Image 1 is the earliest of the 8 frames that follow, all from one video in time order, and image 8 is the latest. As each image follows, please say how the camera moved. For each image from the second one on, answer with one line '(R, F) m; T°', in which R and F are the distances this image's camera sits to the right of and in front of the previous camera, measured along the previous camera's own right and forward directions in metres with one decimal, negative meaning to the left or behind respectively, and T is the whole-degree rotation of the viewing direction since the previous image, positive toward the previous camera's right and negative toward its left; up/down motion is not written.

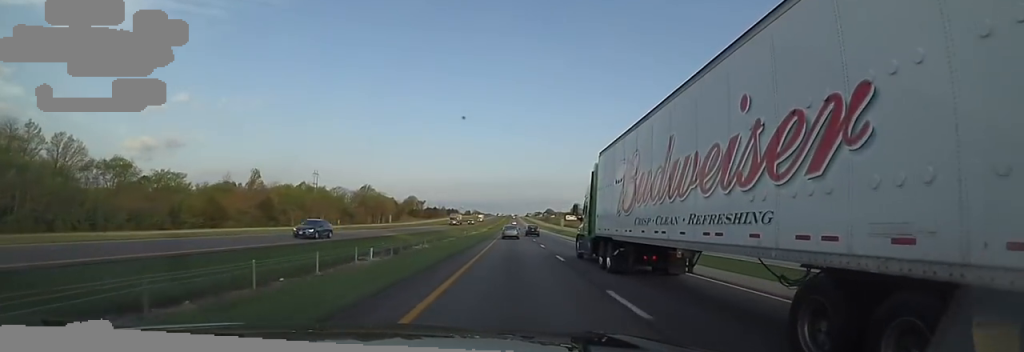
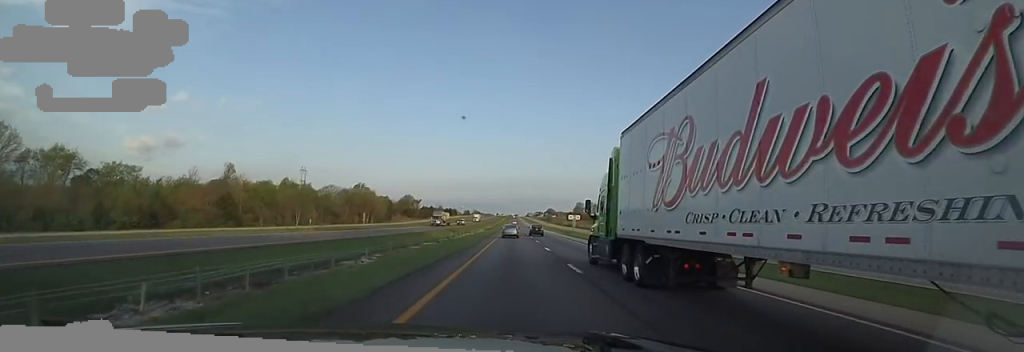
(0.0, +18.0) m; 0°
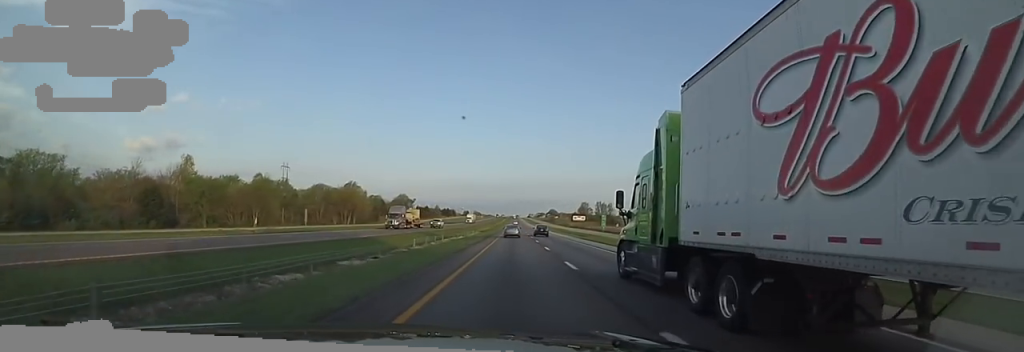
(-0.2, +24.0) m; 0°
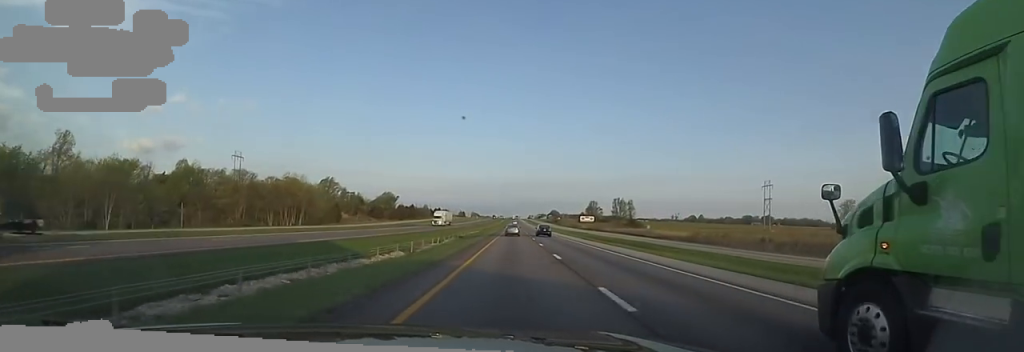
(+0.5, +44.2) m; +2°
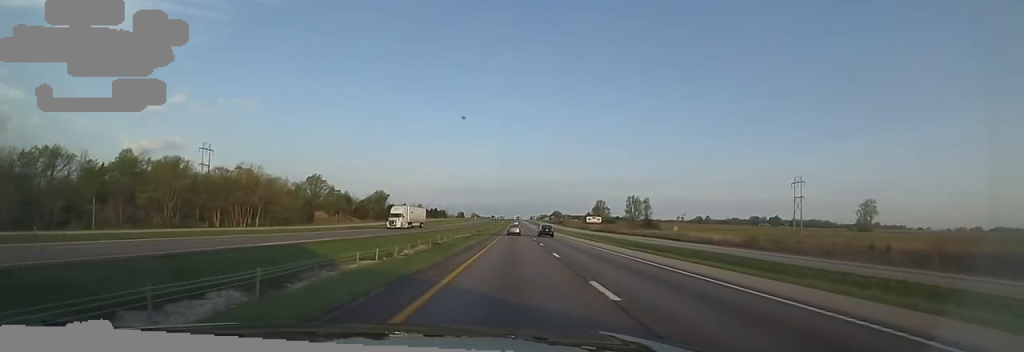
(+1.0, +22.7) m; 0°
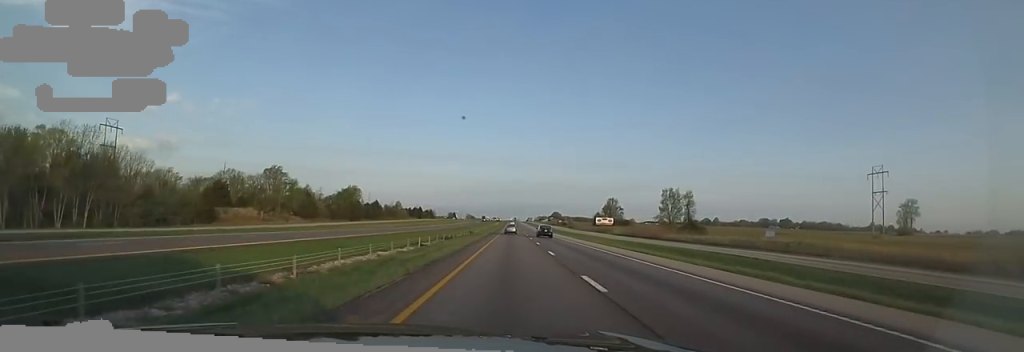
(-1.3, +45.4) m; -1°
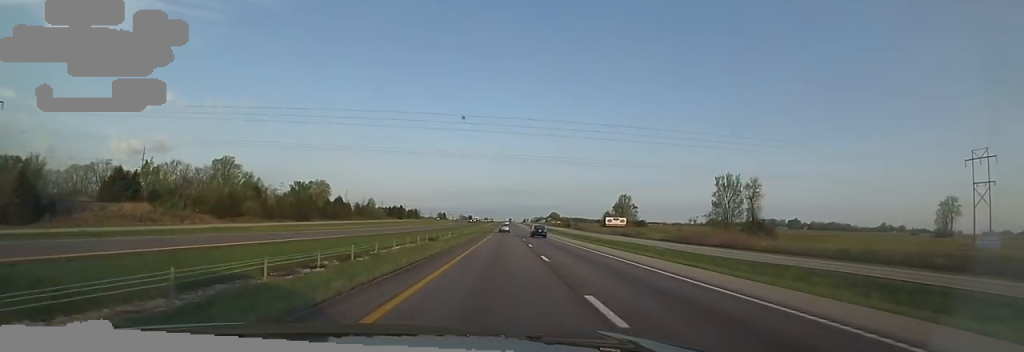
(+0.3, +39.4) m; 0°
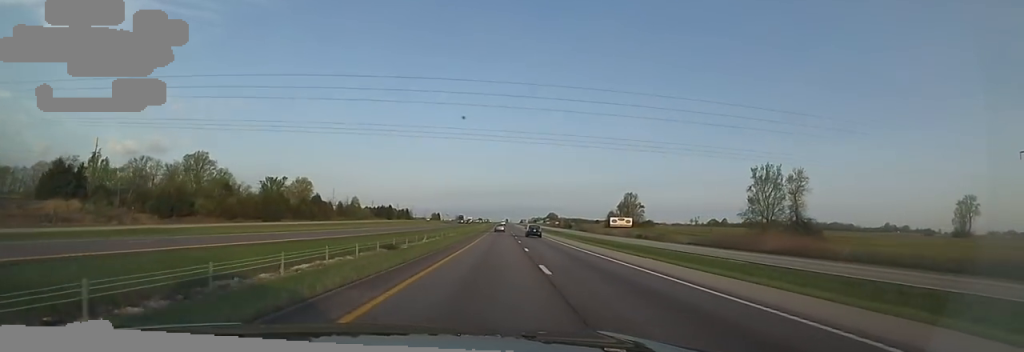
(-0.9, +17.1) m; 0°
